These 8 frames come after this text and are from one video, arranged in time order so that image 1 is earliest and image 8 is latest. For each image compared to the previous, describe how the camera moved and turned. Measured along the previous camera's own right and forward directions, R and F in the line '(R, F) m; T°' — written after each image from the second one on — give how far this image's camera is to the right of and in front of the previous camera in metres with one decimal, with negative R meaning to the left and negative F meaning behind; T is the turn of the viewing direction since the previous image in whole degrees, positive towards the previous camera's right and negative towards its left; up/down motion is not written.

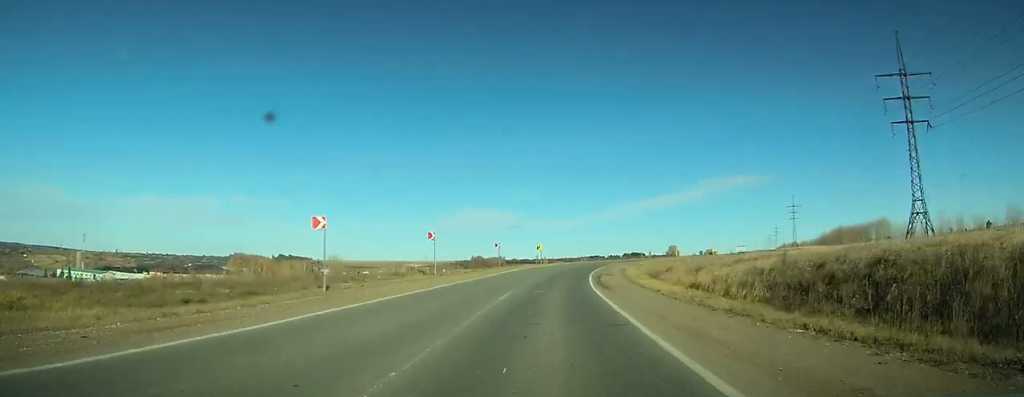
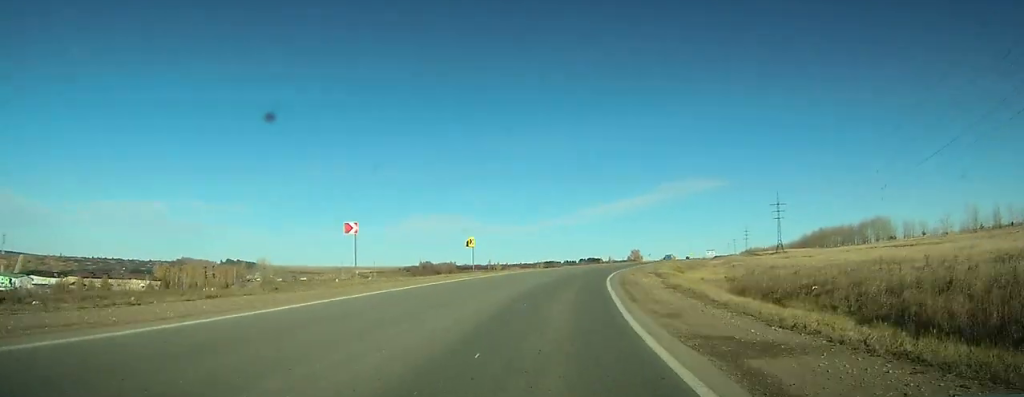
(+0.4, +30.6) m; +3°
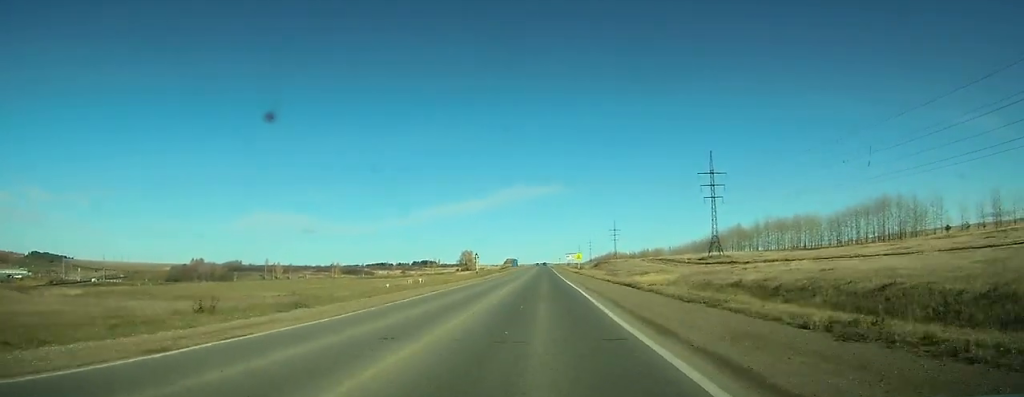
(+18.1, +110.8) m; +16°
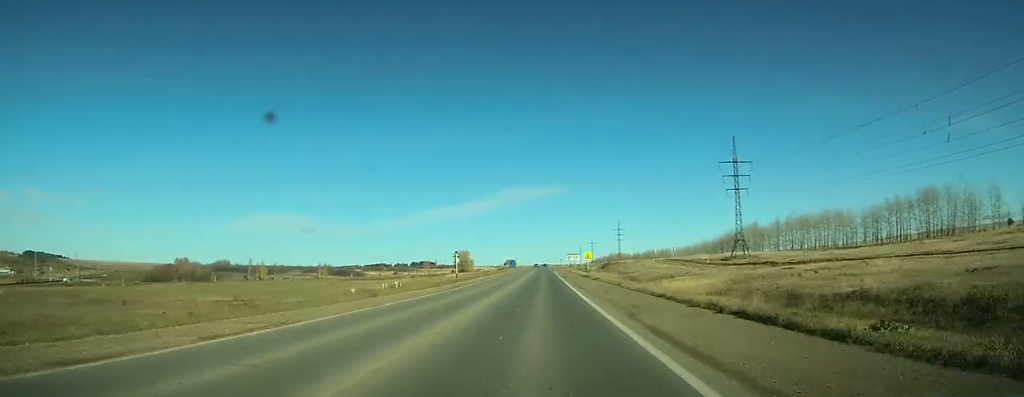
(+0.3, +19.1) m; +1°
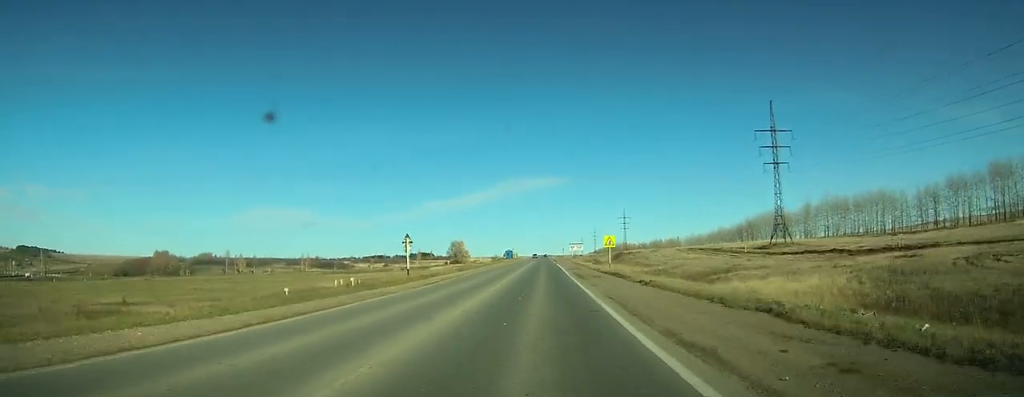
(+0.3, +23.3) m; 0°
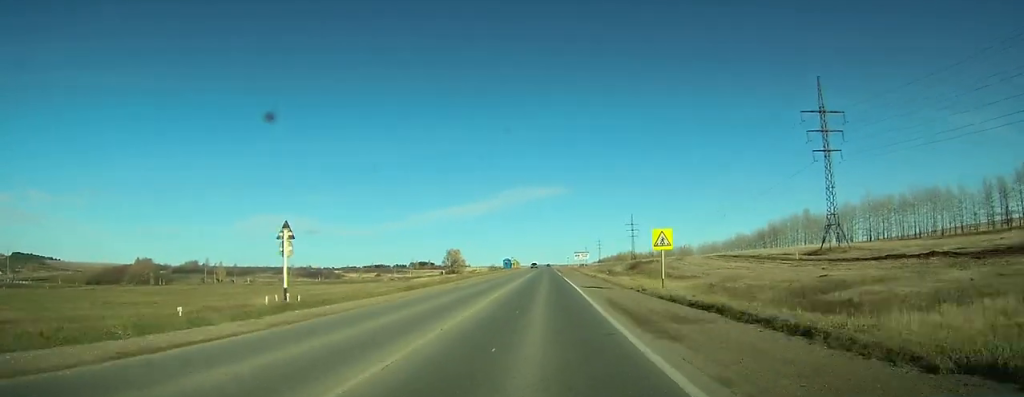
(-0.1, +21.0) m; 0°
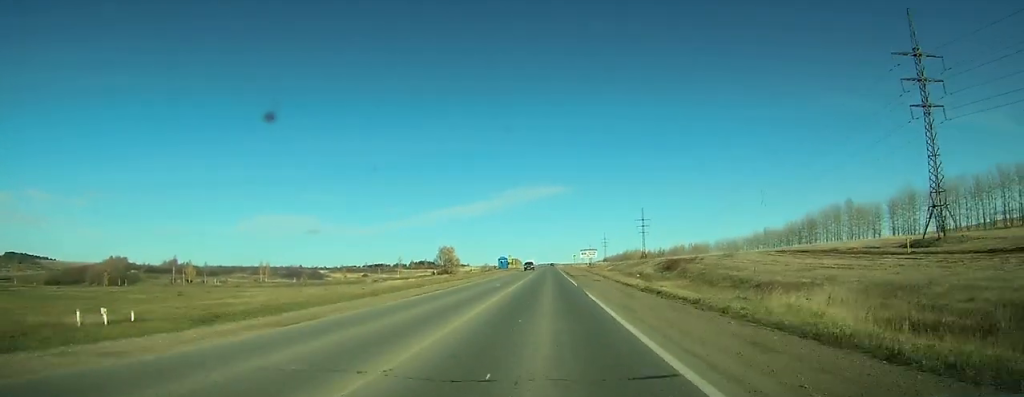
(-0.1, +26.8) m; 0°
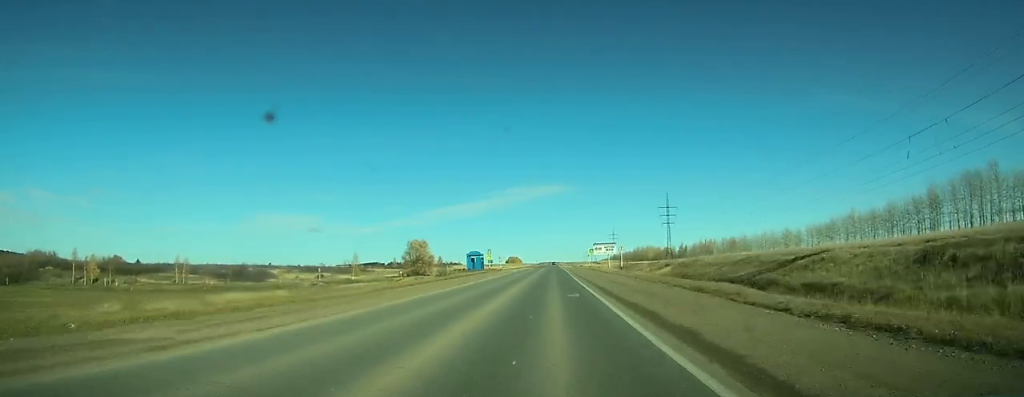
(-0.2, +59.1) m; 0°
